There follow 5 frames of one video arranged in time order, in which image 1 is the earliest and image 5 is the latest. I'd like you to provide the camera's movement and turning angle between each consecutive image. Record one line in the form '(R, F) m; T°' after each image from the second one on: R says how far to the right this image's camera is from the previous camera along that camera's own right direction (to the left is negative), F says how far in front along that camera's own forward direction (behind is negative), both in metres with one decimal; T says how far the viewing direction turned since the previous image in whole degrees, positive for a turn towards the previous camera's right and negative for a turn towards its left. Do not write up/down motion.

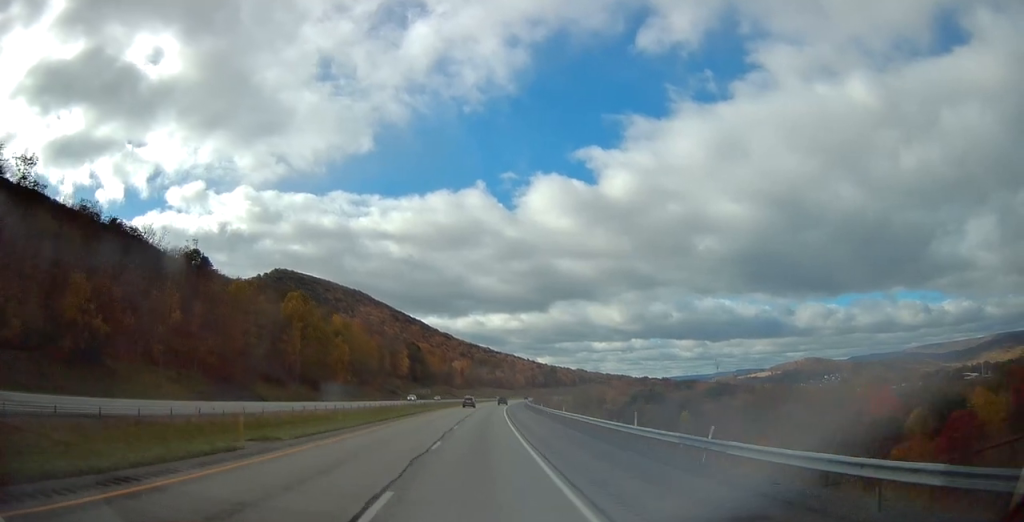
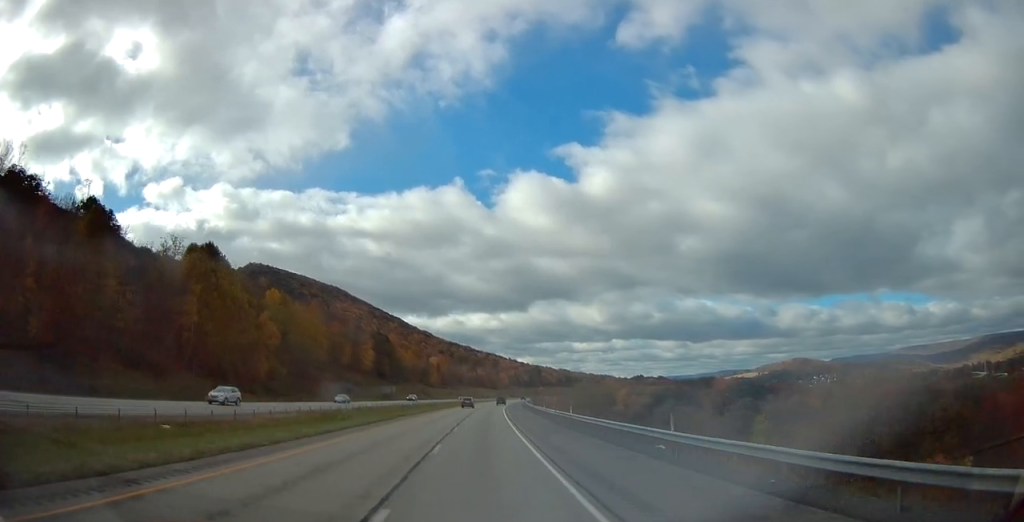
(+0.8, +50.2) m; +1°
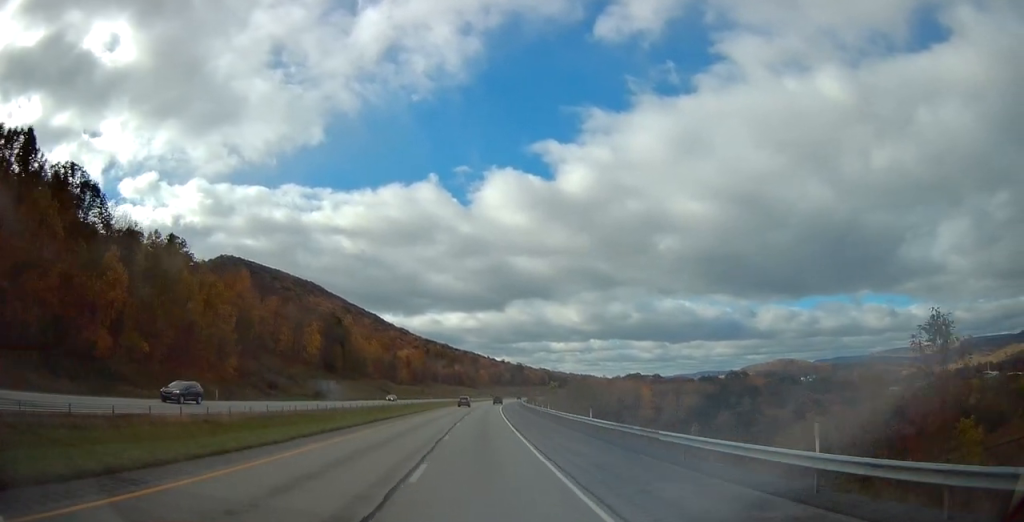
(+1.2, +54.7) m; +3°
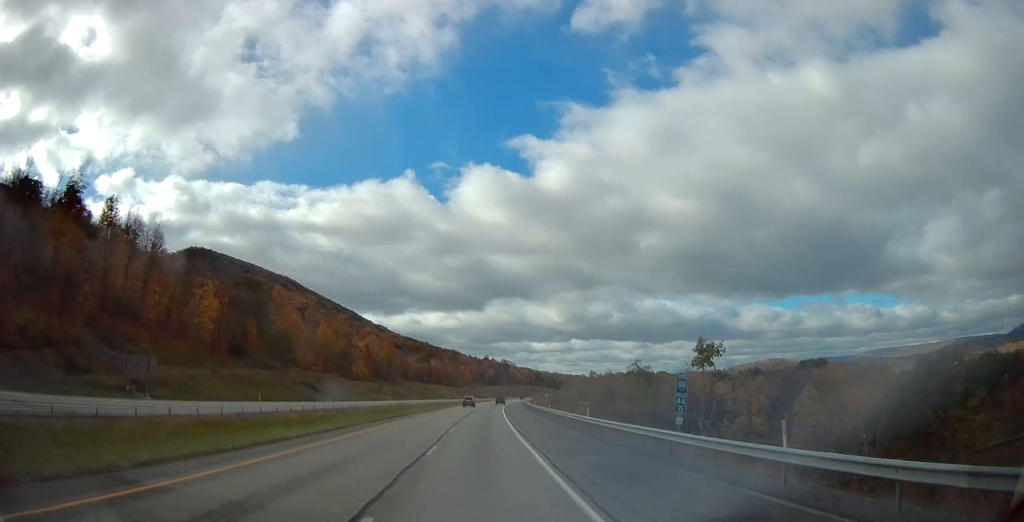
(+1.3, +67.7) m; +2°
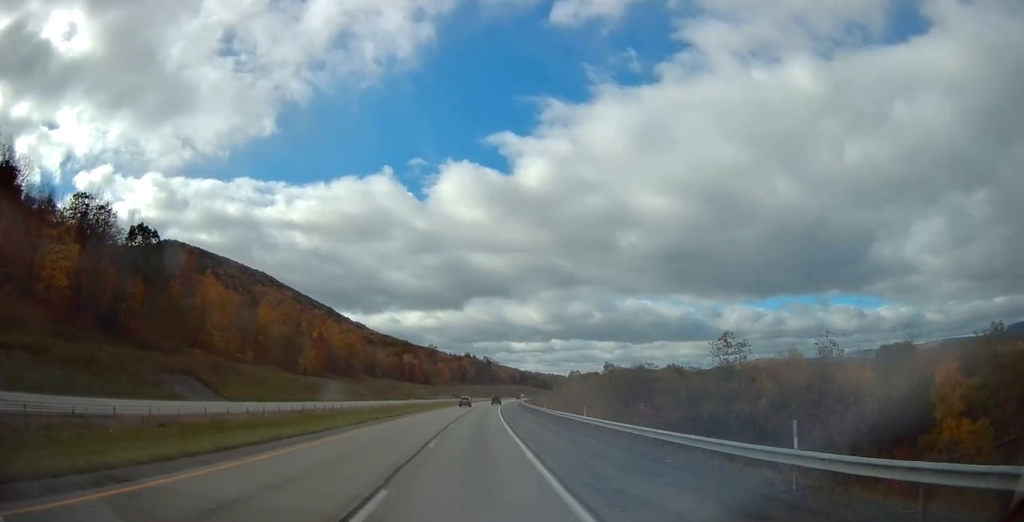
(+0.6, +46.8) m; +2°
